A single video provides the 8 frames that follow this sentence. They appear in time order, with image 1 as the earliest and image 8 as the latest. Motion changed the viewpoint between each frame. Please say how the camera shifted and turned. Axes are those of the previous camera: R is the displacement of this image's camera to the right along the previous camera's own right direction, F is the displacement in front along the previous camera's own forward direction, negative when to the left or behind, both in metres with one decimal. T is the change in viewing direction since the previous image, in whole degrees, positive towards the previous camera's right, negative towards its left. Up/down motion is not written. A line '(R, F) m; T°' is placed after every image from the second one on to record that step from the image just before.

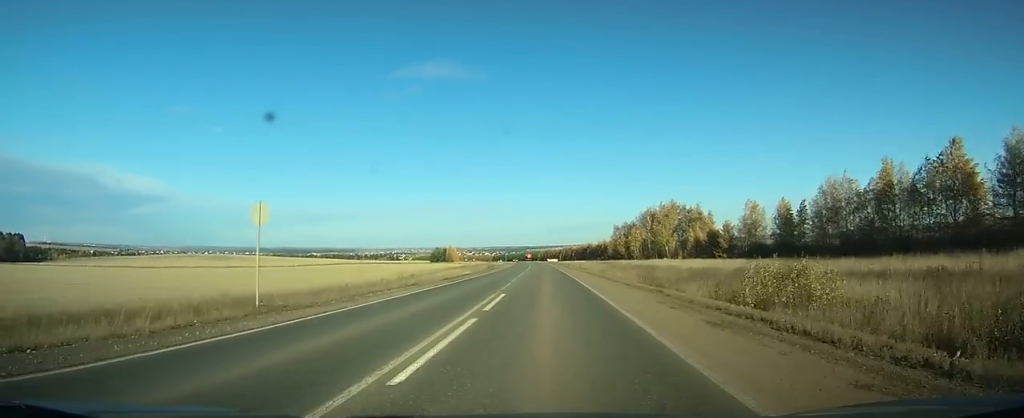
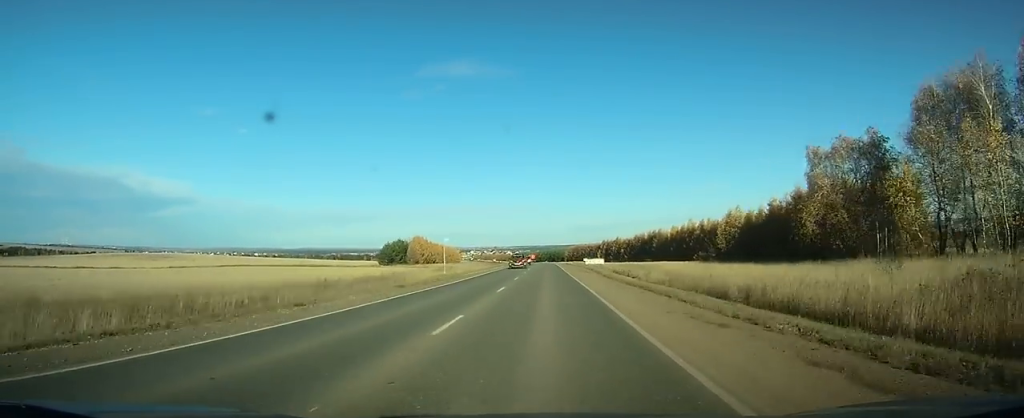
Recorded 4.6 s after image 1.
(-3.0, +138.4) m; -3°
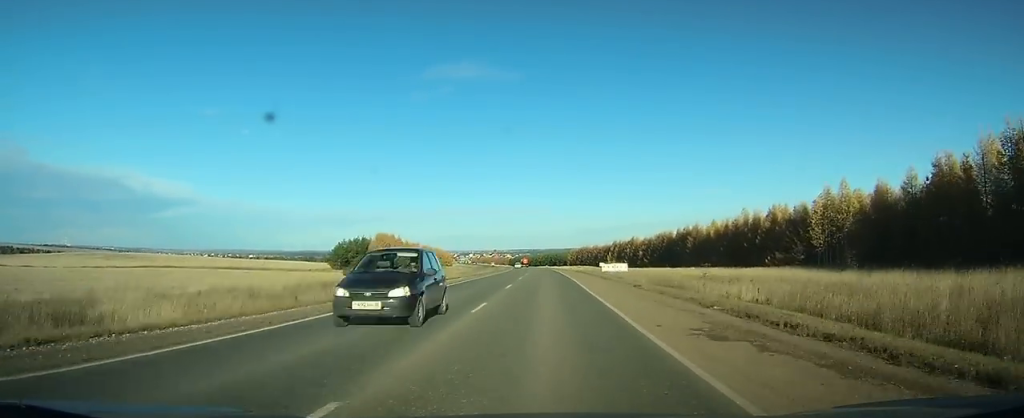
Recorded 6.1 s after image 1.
(-0.2, +43.4) m; -1°
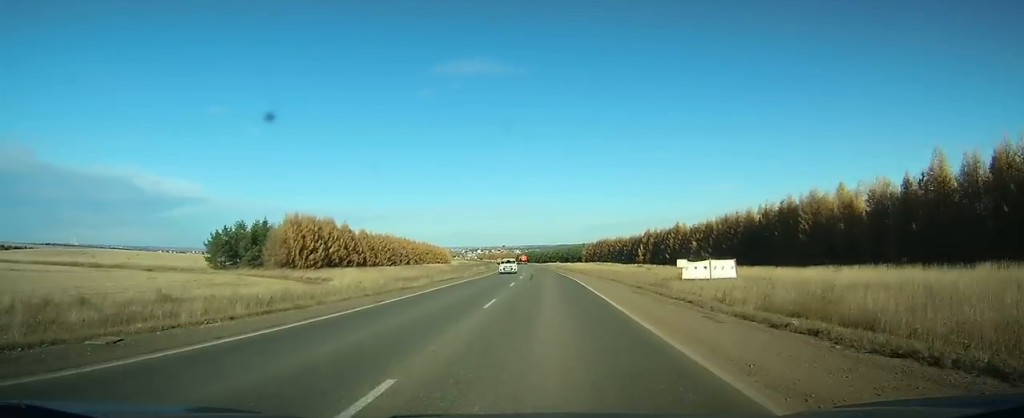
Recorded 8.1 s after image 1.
(-0.4, +58.3) m; -1°
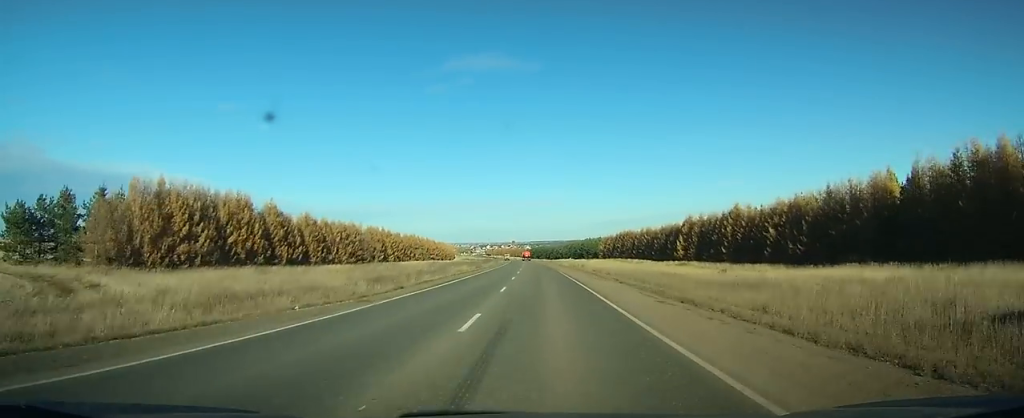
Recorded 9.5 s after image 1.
(0.0, +40.3) m; -1°
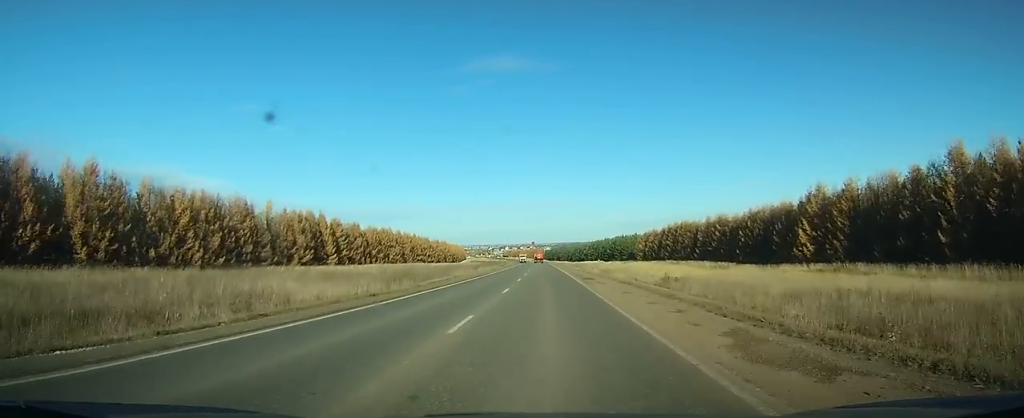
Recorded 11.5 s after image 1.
(-0.6, +59.2) m; -2°
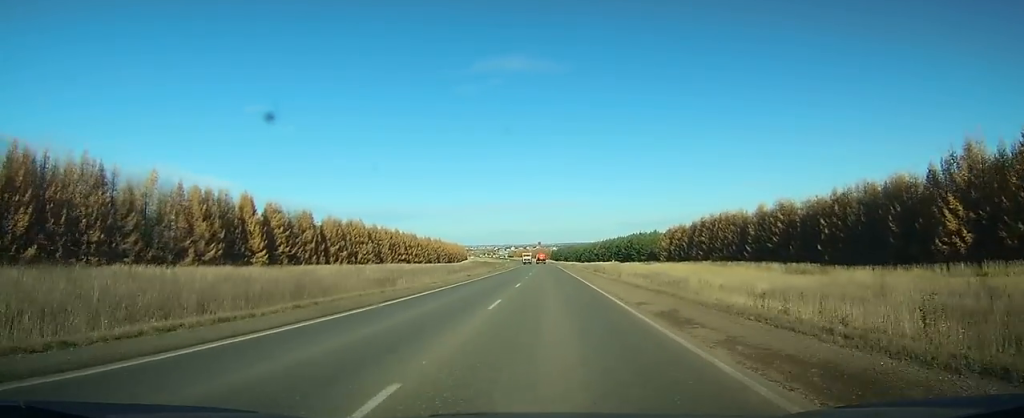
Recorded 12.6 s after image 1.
(-0.3, +30.5) m; -1°
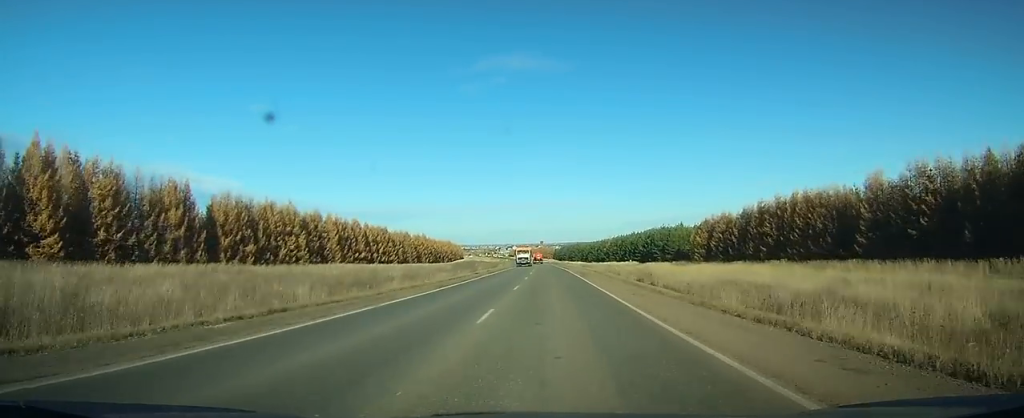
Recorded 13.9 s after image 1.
(-0.3, +38.1) m; -1°
